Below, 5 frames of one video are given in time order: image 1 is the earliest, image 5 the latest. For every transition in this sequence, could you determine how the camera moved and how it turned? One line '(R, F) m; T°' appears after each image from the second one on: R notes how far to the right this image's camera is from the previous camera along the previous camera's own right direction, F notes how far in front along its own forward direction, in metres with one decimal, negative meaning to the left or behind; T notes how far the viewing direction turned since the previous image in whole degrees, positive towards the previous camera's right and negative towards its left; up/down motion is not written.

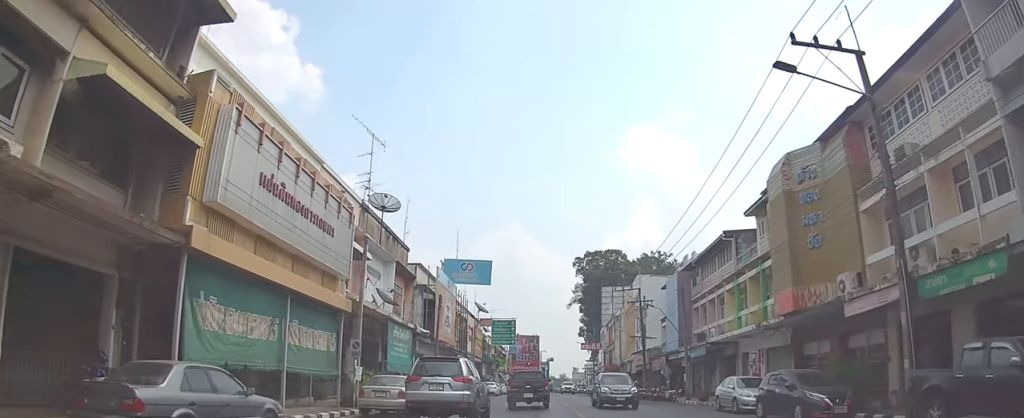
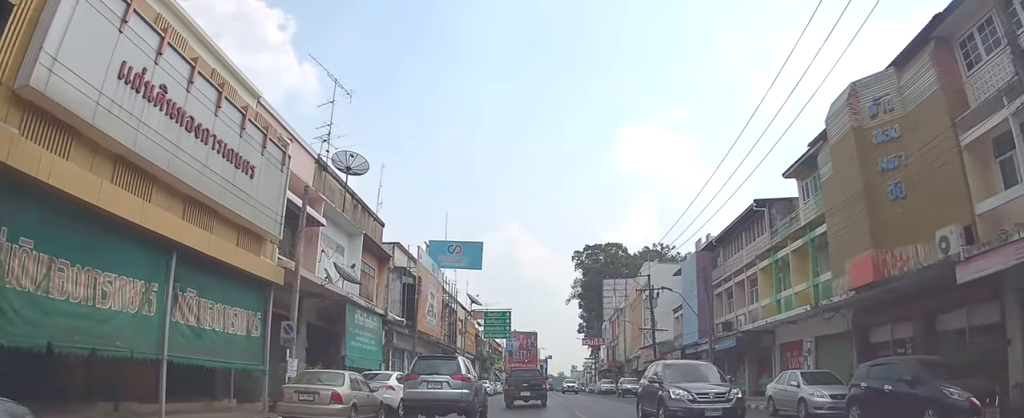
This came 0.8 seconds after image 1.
(+0.1, +6.6) m; +1°
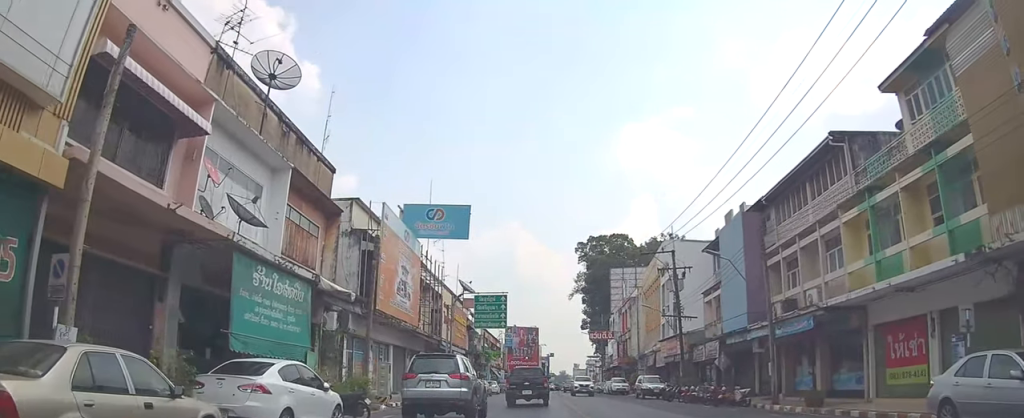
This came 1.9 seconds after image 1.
(+0.1, +9.7) m; -1°
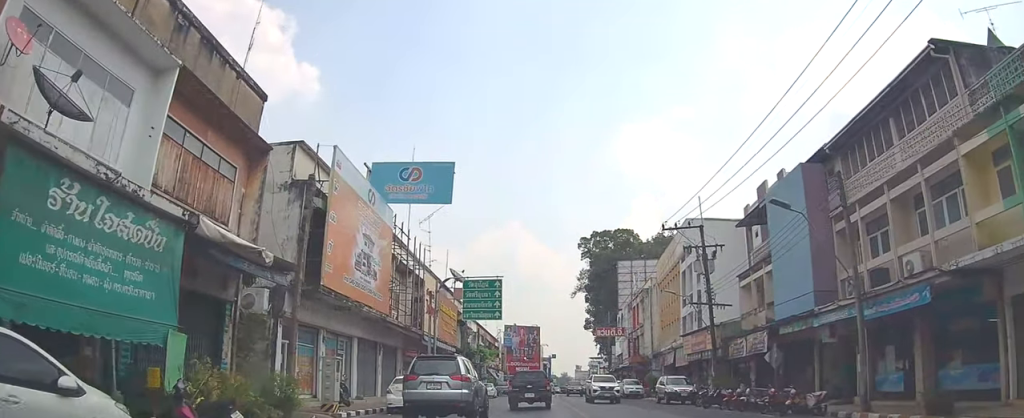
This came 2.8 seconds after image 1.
(-0.2, +7.4) m; -2°
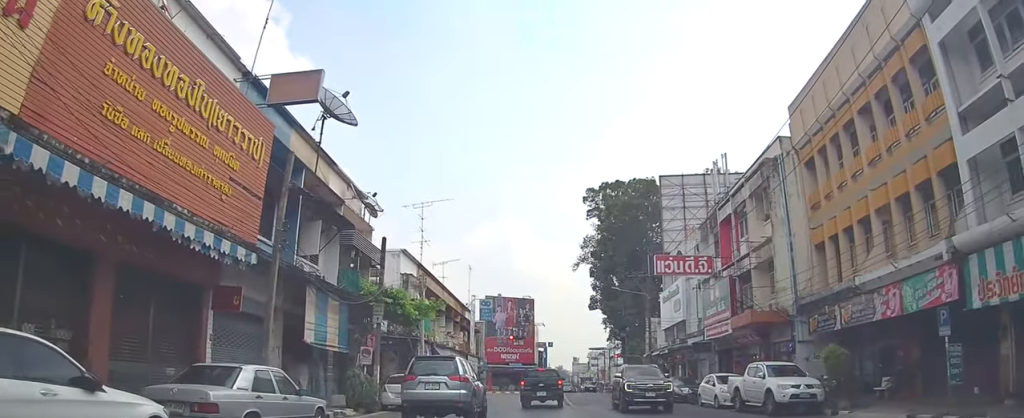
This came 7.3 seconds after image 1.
(+1.2, +34.0) m; +2°
